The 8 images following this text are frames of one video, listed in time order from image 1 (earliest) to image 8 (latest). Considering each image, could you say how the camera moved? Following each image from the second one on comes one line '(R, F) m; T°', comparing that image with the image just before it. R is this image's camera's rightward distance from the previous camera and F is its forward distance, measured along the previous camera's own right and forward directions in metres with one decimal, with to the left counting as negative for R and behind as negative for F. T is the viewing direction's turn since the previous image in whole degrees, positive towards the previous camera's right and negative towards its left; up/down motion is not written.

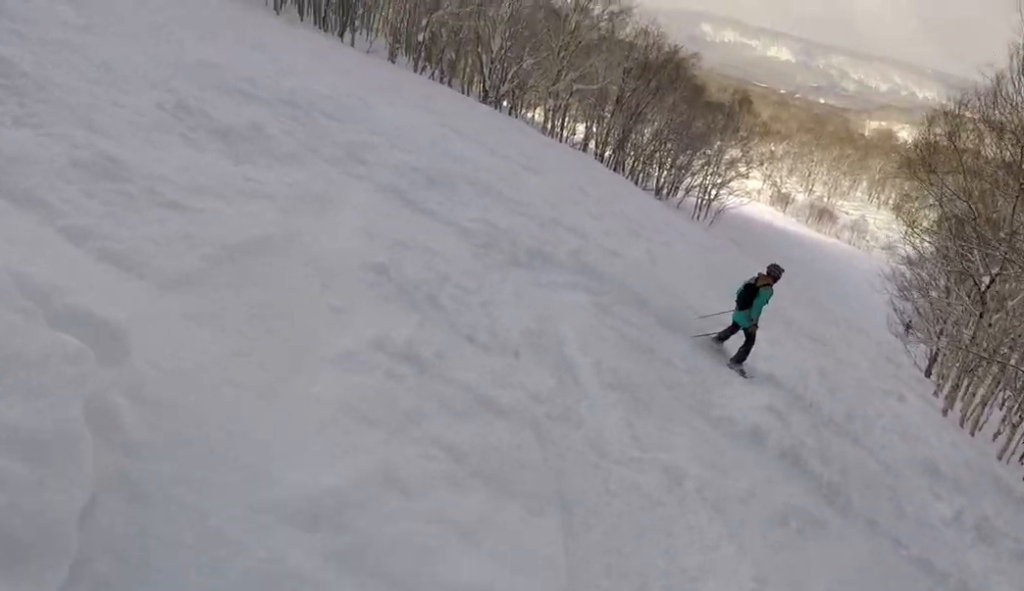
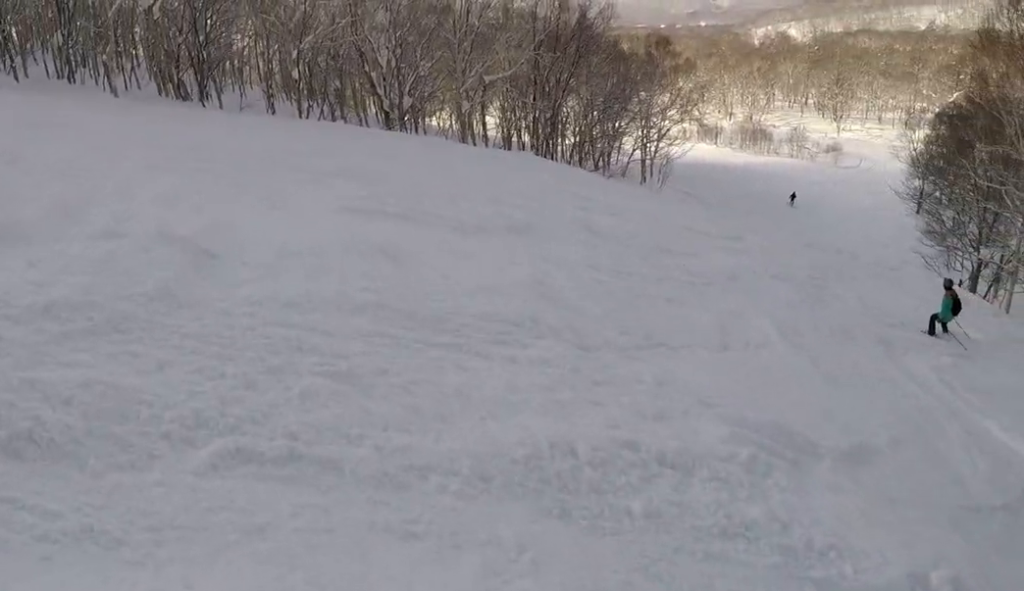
(-0.3, +7.7) m; +20°
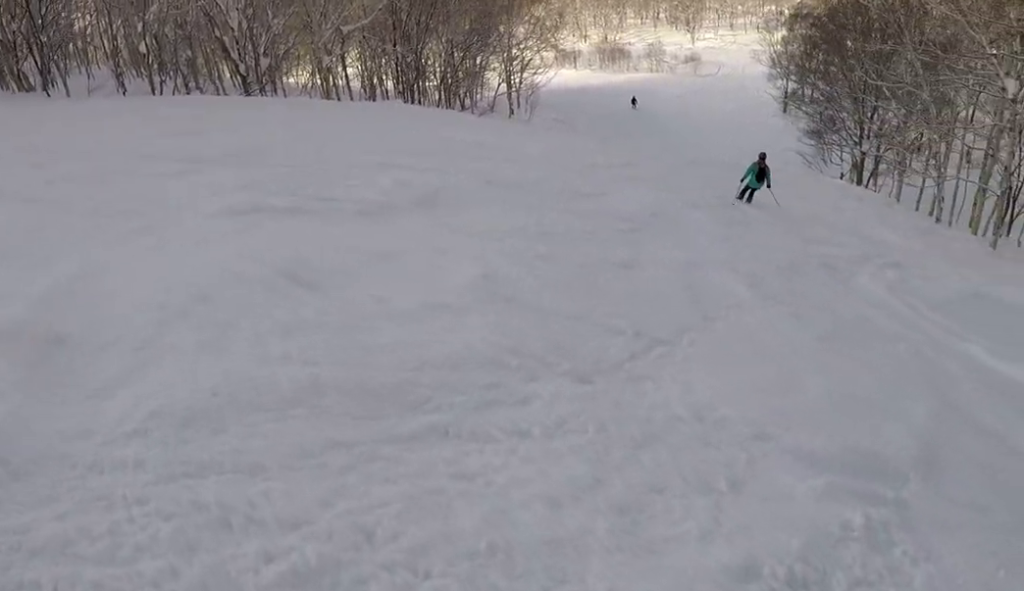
(+0.9, +2.2) m; +19°
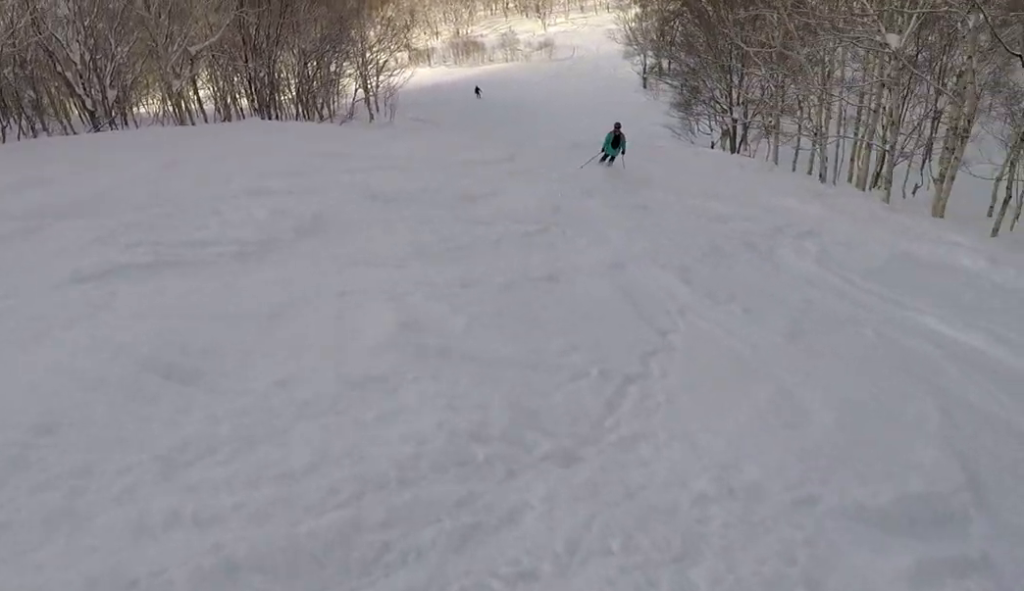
(+0.2, +1.5) m; +8°
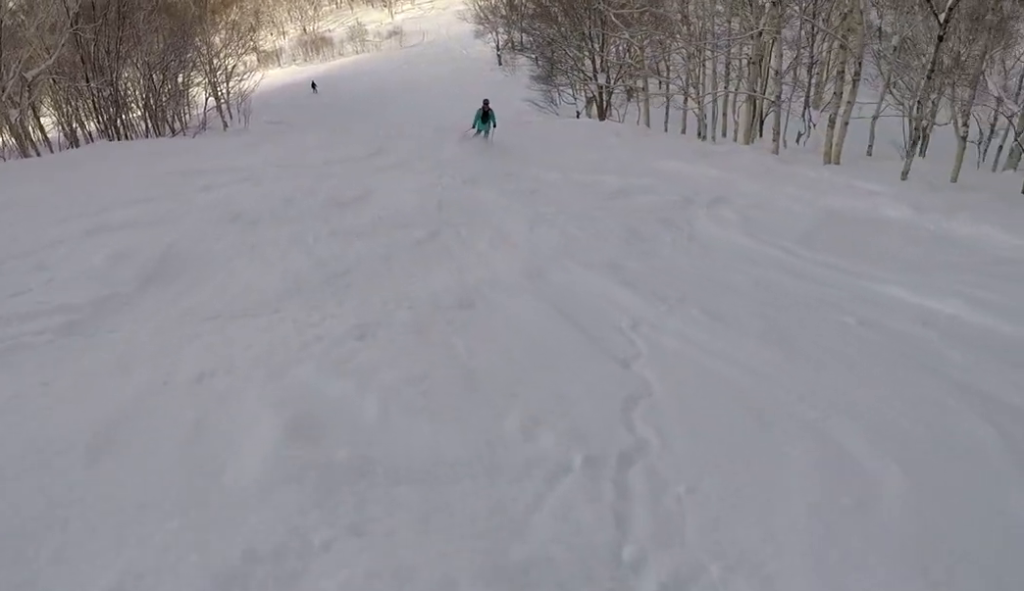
(+0.1, +1.8) m; +1°
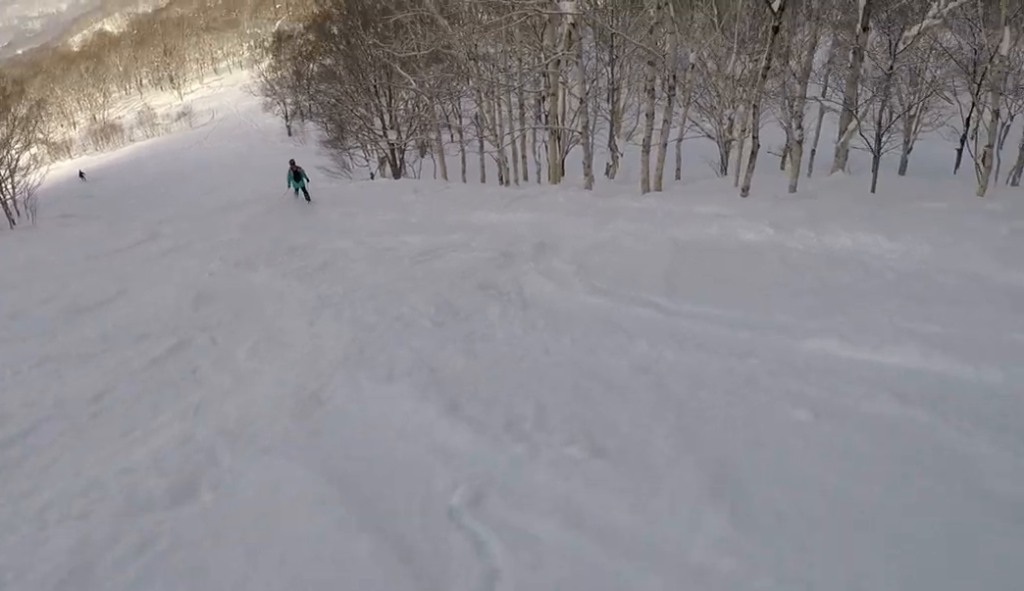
(+0.1, +2.3) m; -2°
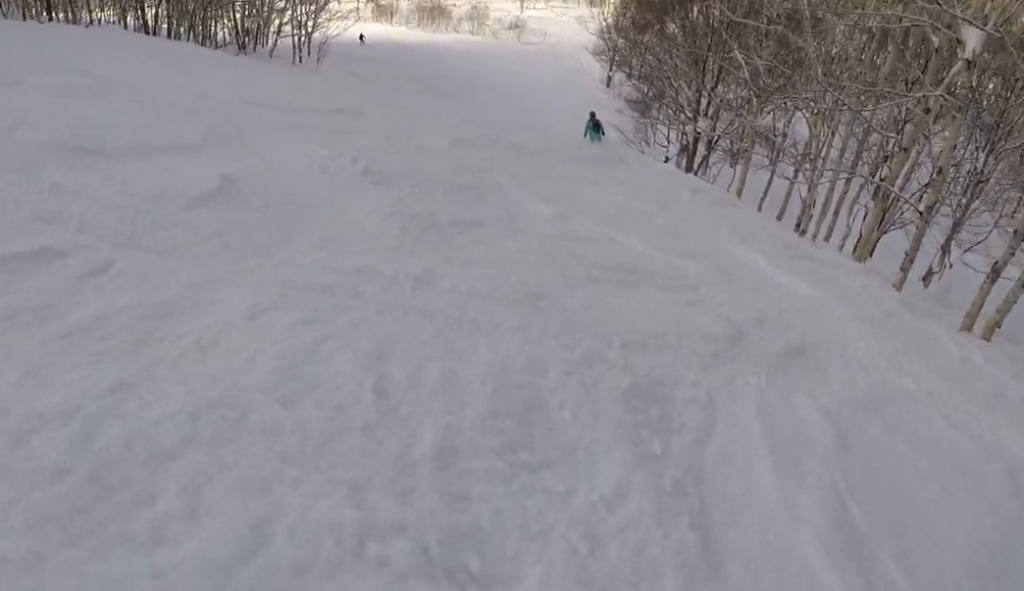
(+0.1, +3.1) m; -19°
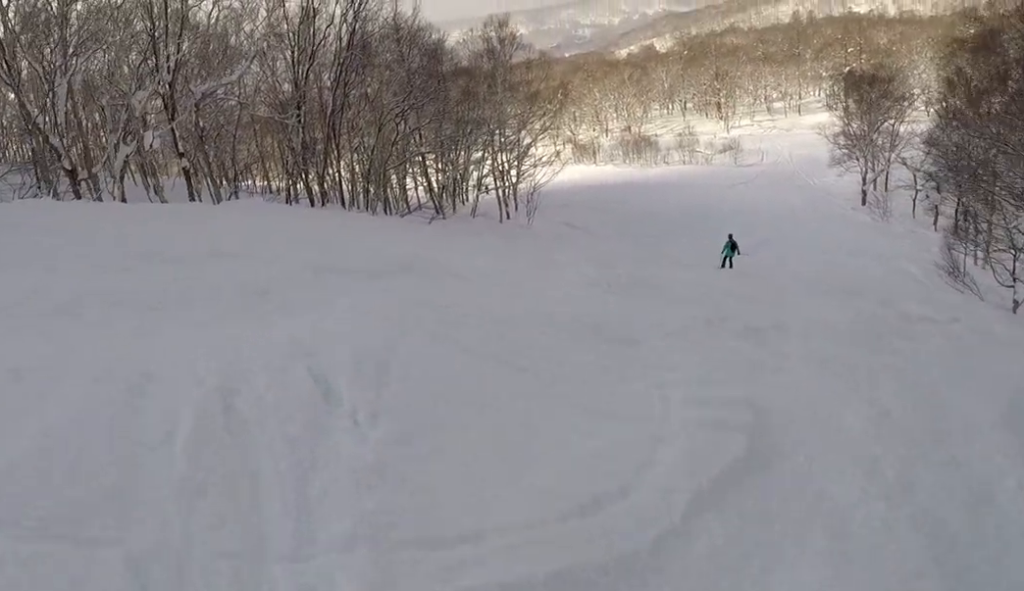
(-2.6, +8.4) m; -19°
